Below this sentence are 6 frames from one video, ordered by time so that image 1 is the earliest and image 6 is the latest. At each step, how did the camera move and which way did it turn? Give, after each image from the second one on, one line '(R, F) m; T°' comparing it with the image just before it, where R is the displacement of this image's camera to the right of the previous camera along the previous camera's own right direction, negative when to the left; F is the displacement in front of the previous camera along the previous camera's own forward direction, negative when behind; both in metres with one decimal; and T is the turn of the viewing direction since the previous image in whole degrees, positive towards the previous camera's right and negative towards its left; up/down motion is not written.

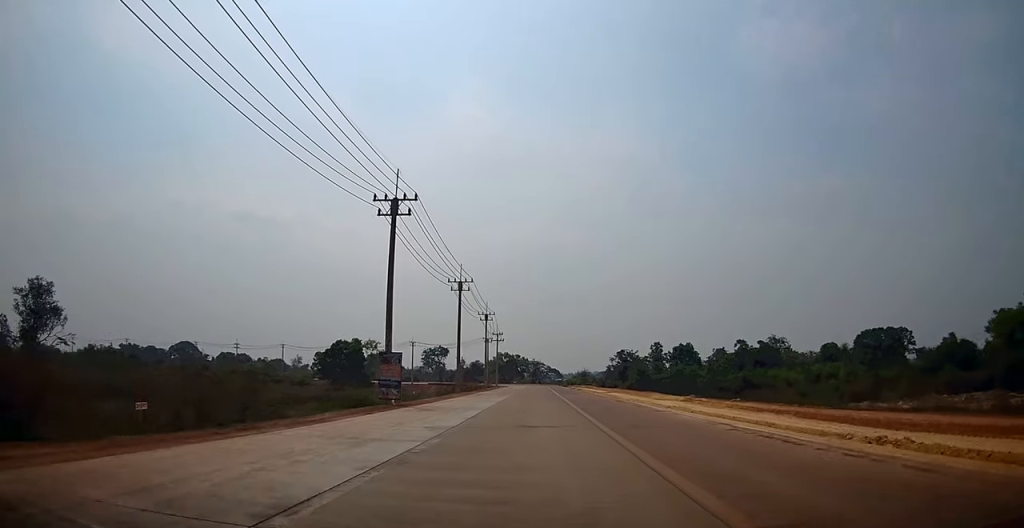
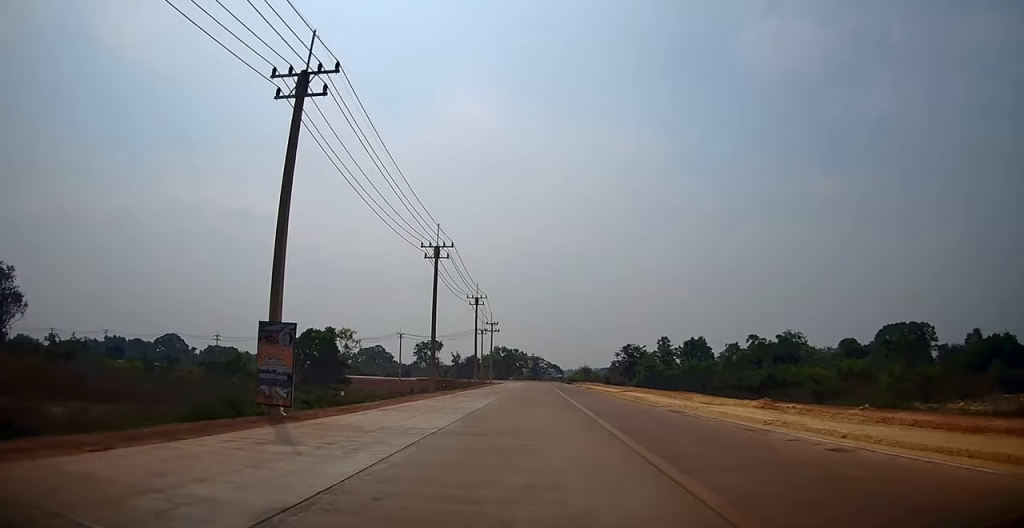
(0.0, +12.9) m; +3°
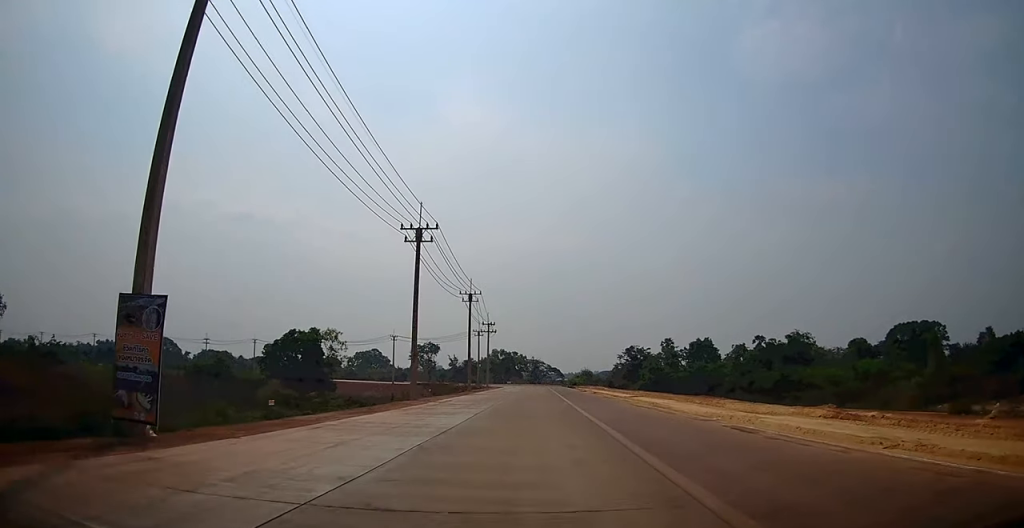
(+0.3, +6.1) m; 0°
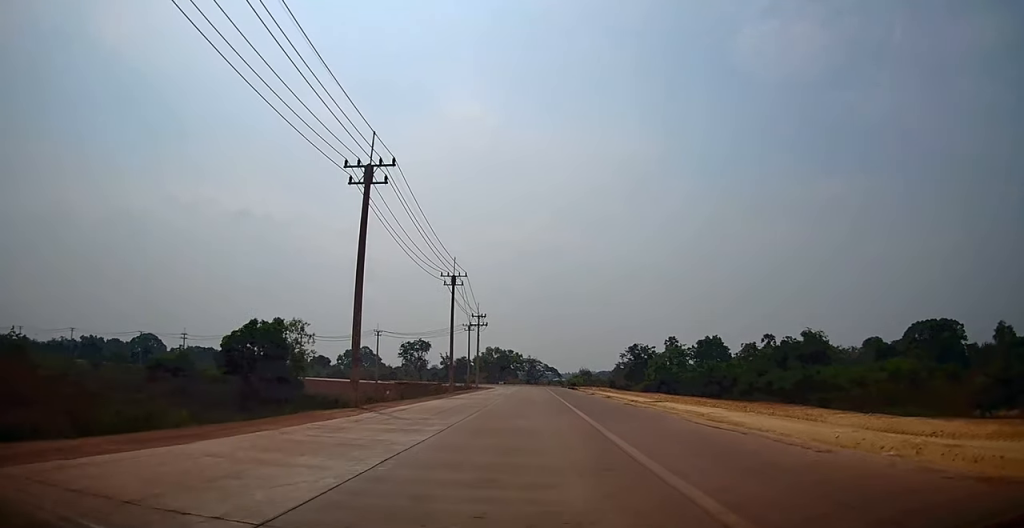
(+0.1, +10.6) m; -1°
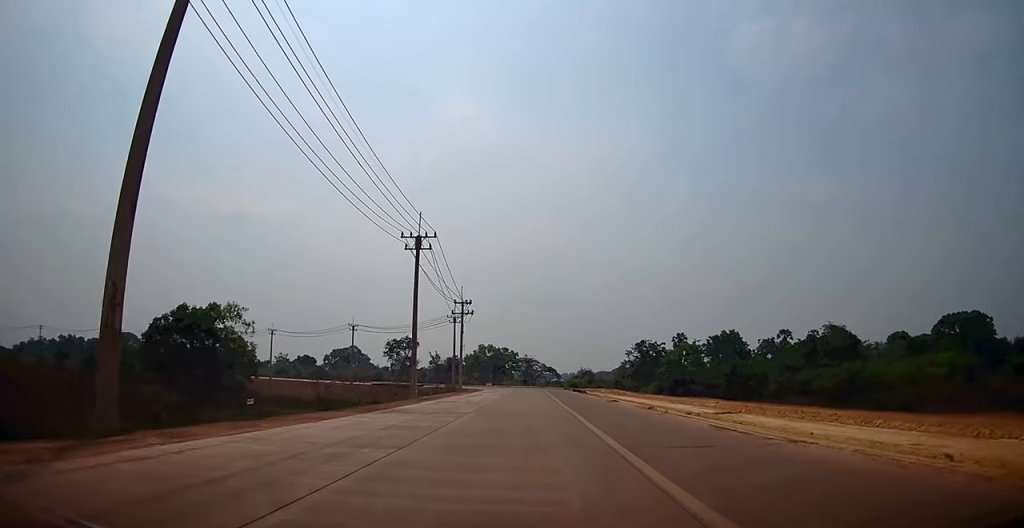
(-0.6, +14.7) m; -1°
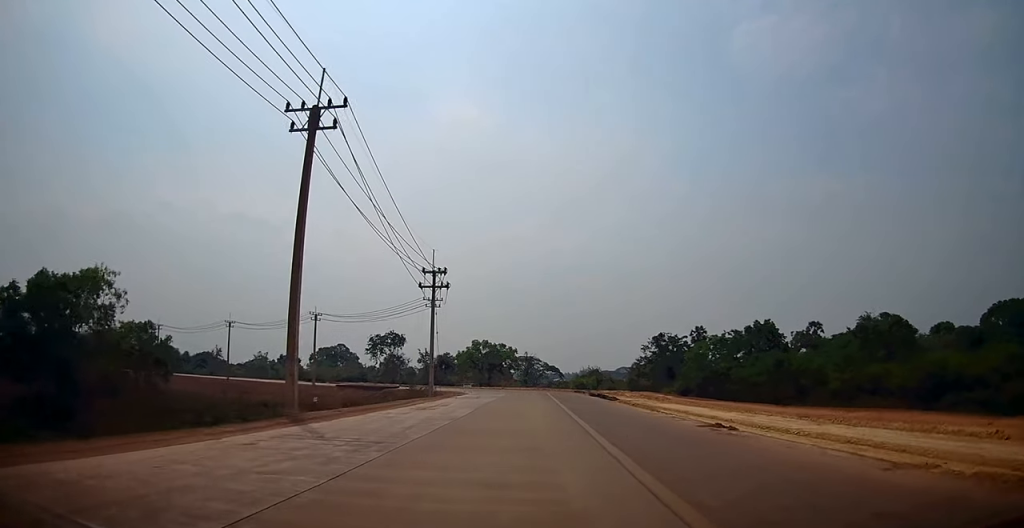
(+0.7, +18.9) m; +3°
